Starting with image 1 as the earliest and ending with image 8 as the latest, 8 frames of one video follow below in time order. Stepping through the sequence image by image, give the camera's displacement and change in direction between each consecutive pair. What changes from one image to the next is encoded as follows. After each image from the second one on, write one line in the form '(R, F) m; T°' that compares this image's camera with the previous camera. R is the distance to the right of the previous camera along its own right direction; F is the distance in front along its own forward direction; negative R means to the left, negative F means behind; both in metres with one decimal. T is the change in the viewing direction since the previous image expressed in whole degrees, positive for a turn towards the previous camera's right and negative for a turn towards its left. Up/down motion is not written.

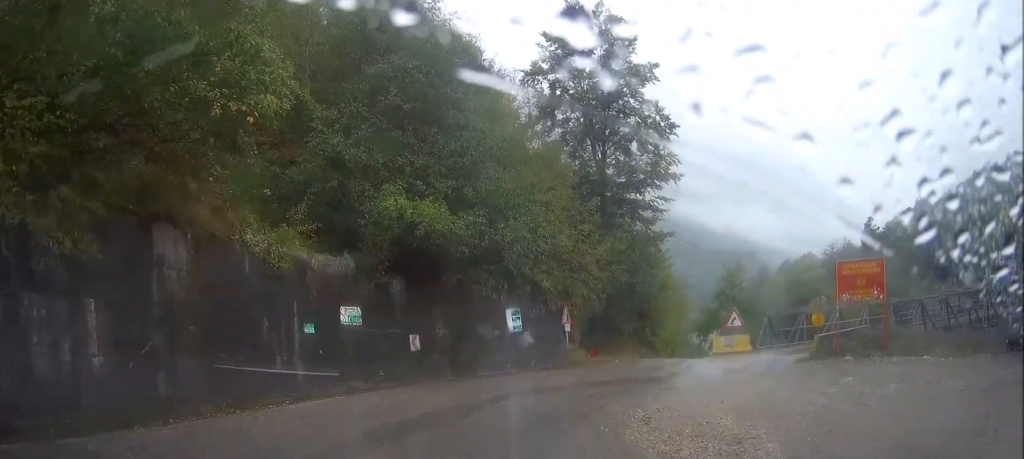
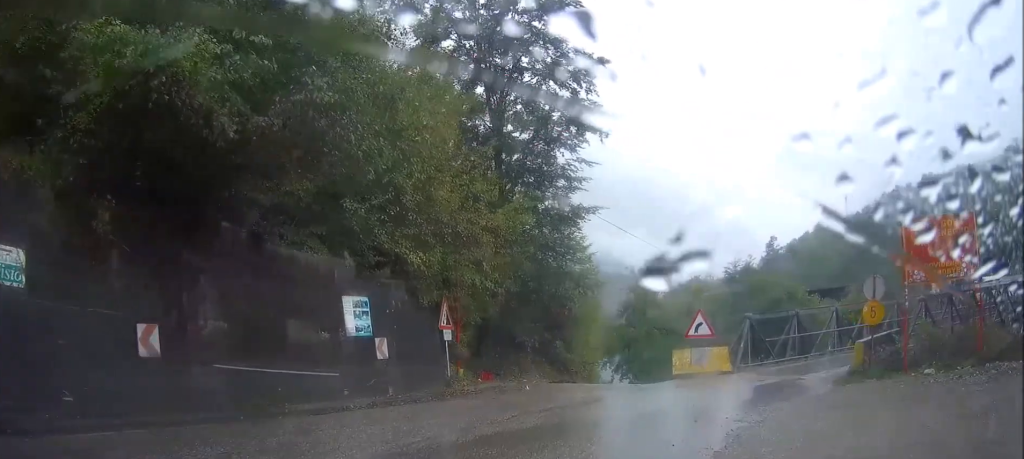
(-0.2, +9.2) m; -1°
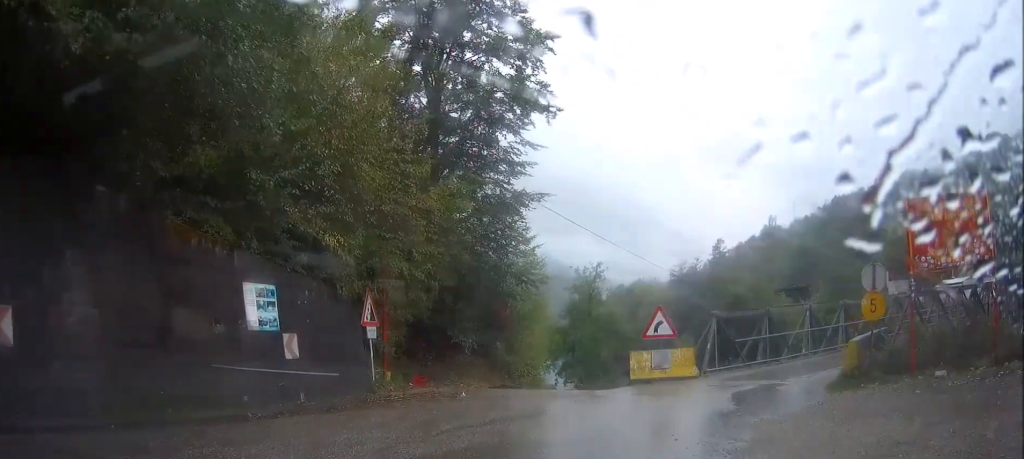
(0.0, +1.9) m; +2°
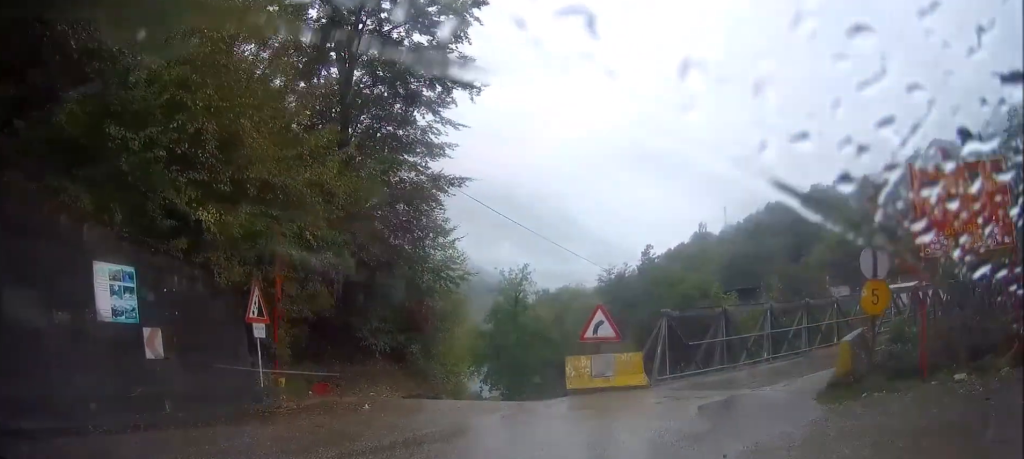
(+0.1, +2.3) m; +5°
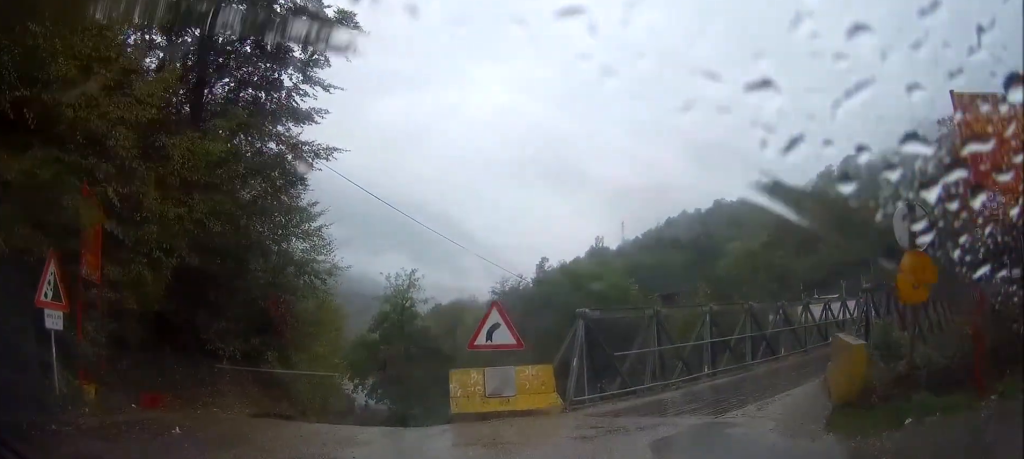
(+0.3, +3.4) m; +19°
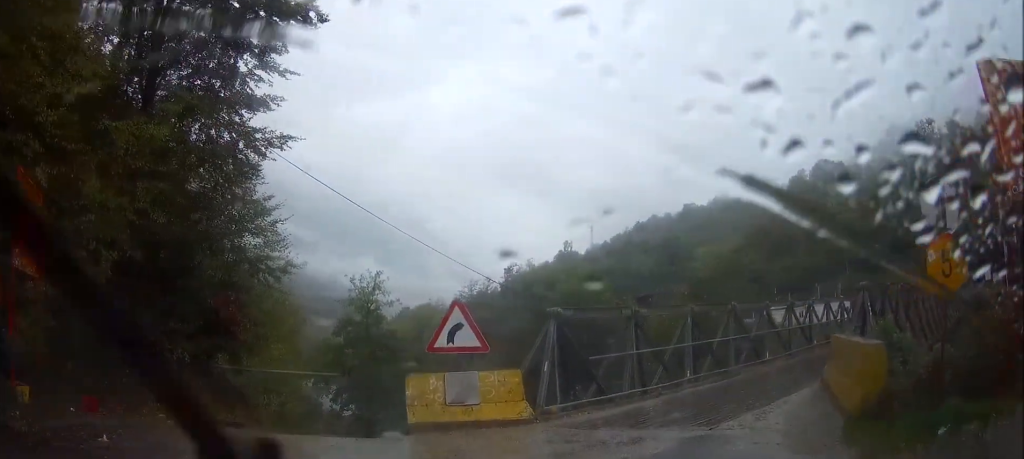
(+0.2, +0.8) m; +5°
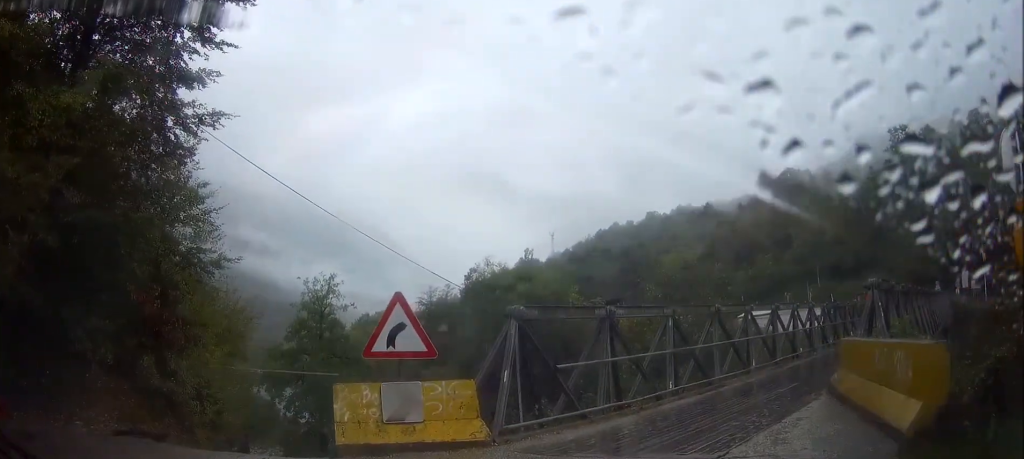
(+0.1, +1.5) m; -5°
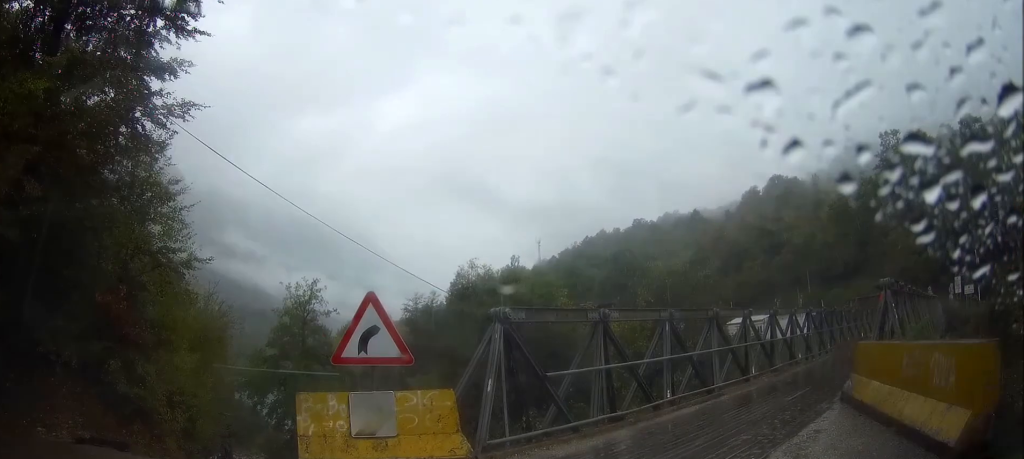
(-0.1, +1.0) m; -8°
